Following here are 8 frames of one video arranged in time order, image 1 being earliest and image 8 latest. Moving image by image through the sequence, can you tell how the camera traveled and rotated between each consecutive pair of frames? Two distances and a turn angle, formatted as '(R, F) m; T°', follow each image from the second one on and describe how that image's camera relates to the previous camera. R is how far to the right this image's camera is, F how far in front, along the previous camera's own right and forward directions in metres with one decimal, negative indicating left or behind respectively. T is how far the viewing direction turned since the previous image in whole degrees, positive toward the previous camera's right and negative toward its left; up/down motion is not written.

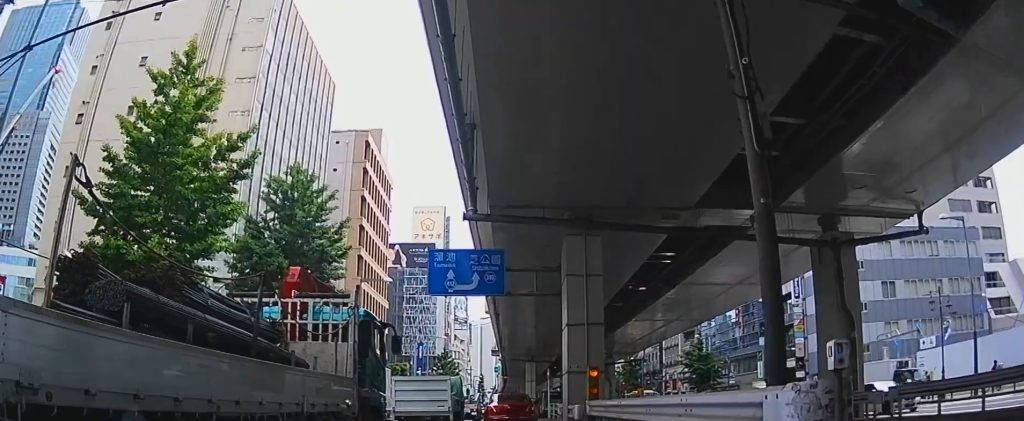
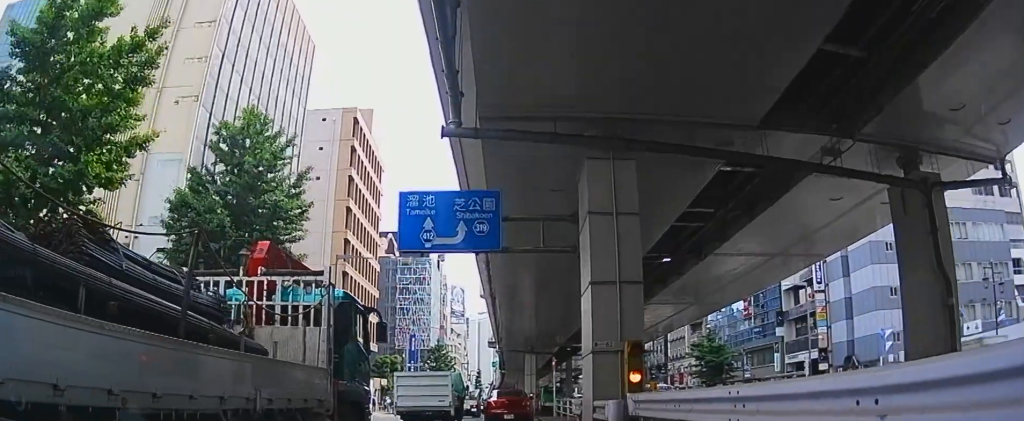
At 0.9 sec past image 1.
(0.0, +6.3) m; +1°
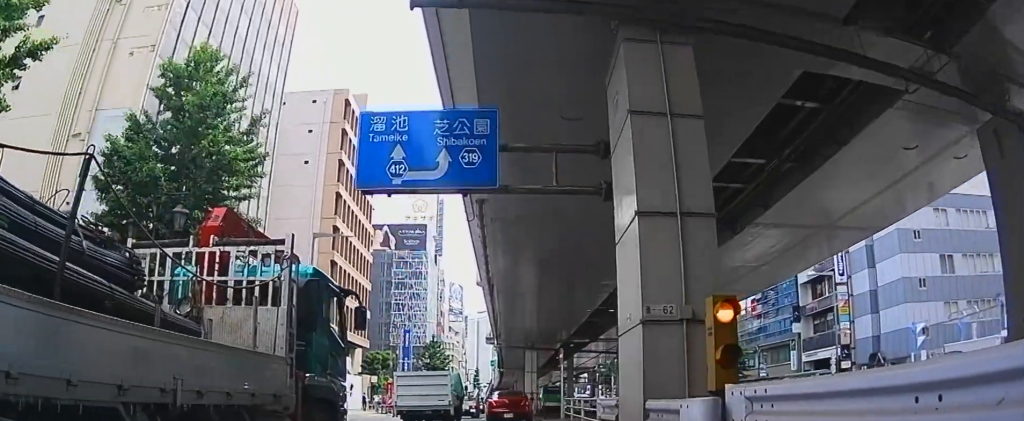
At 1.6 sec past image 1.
(0.0, +4.9) m; +2°
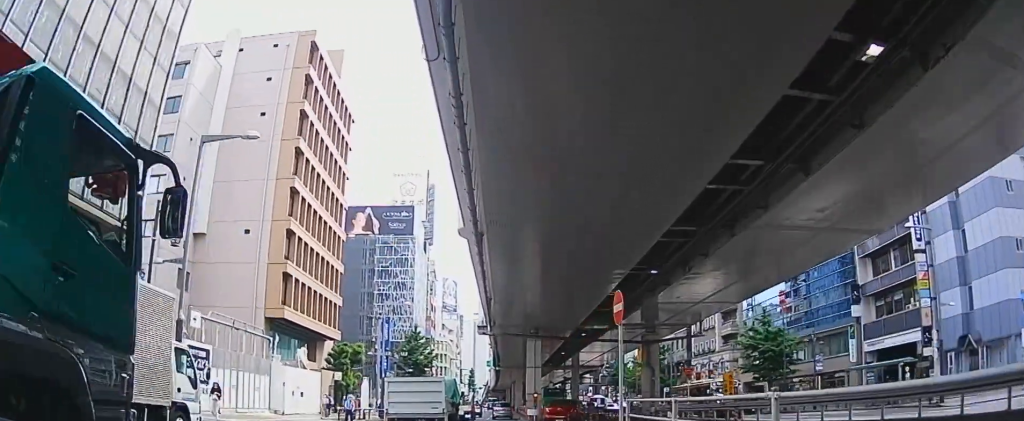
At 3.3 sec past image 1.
(+2.8, +13.5) m; +13°
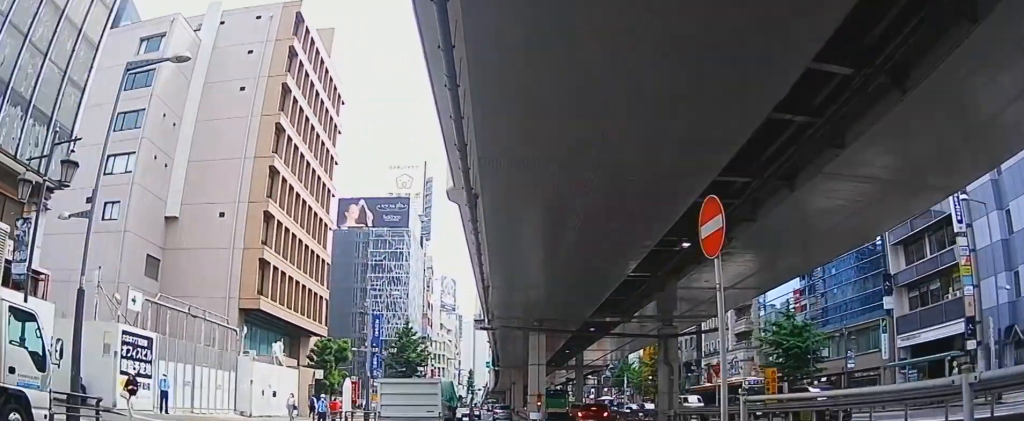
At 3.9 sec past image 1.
(-0.4, +5.5) m; -5°
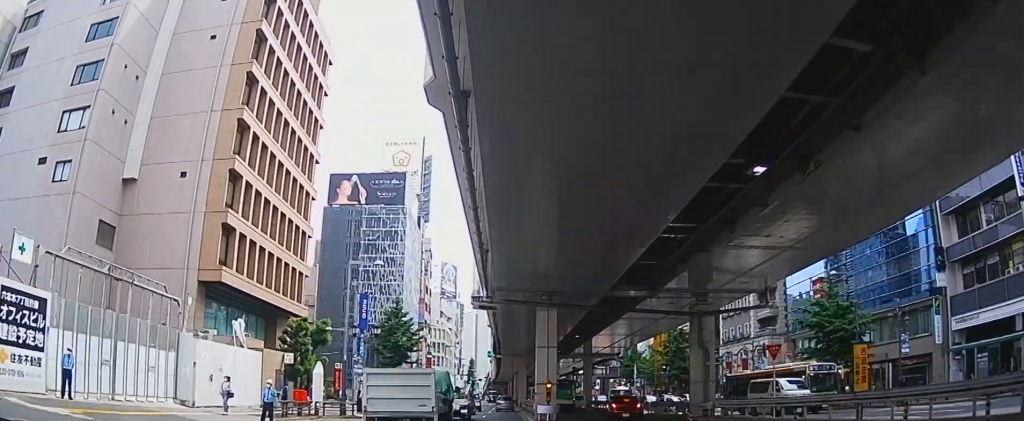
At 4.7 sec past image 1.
(-0.8, +7.3) m; -9°
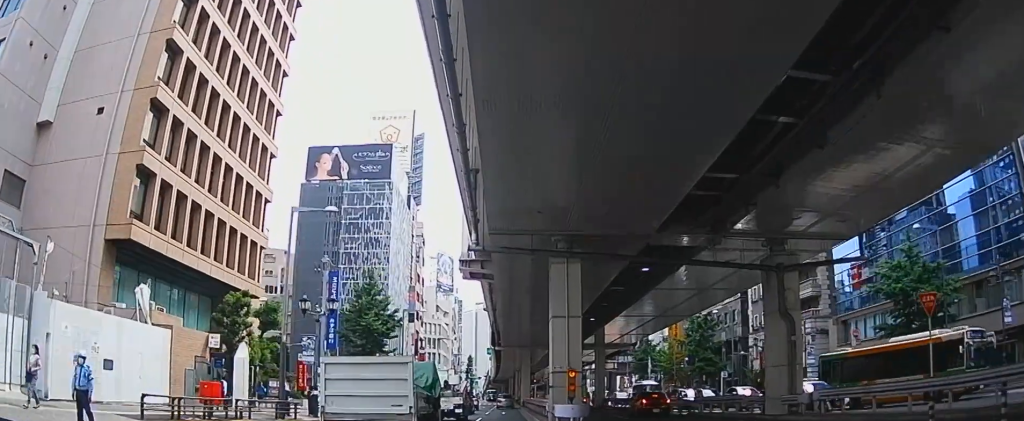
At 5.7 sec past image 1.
(-0.5, +10.2) m; -3°
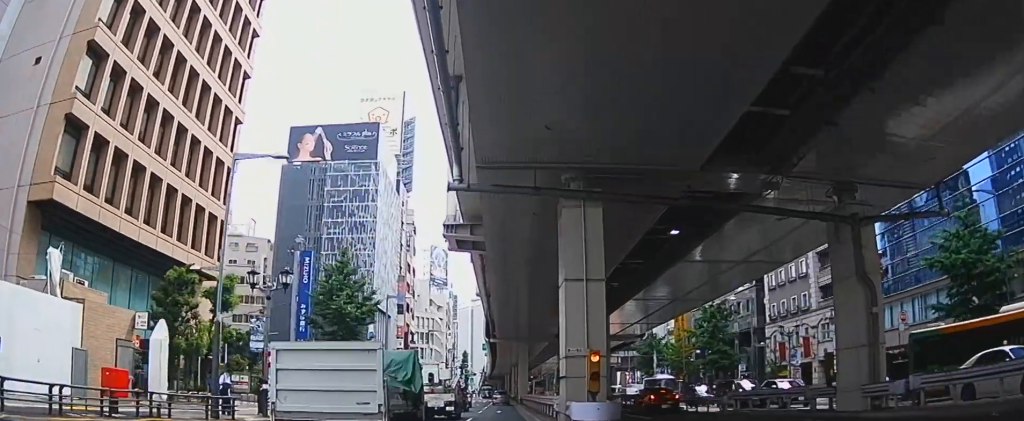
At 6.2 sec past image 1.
(-0.1, +6.1) m; -1°
